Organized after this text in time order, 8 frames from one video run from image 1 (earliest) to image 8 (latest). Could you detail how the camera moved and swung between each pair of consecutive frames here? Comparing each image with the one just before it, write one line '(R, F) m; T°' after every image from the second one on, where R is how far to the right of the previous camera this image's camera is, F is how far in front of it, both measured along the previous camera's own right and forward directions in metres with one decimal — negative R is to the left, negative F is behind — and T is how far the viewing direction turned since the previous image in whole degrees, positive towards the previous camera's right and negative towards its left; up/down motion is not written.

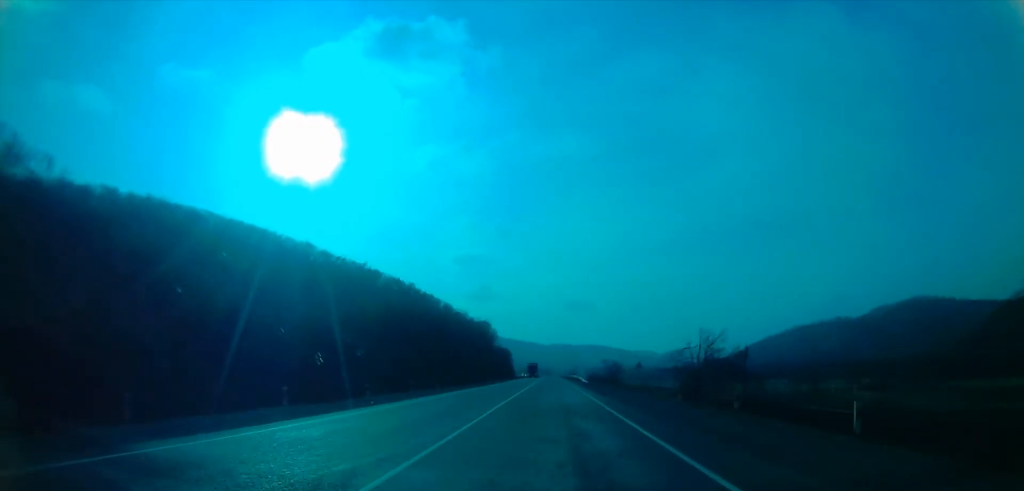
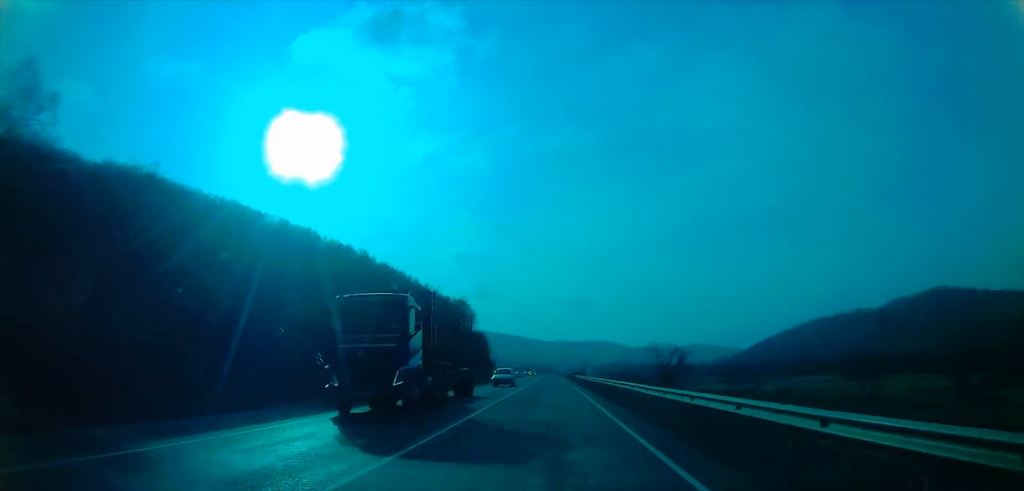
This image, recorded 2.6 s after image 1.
(-0.7, +90.9) m; -2°
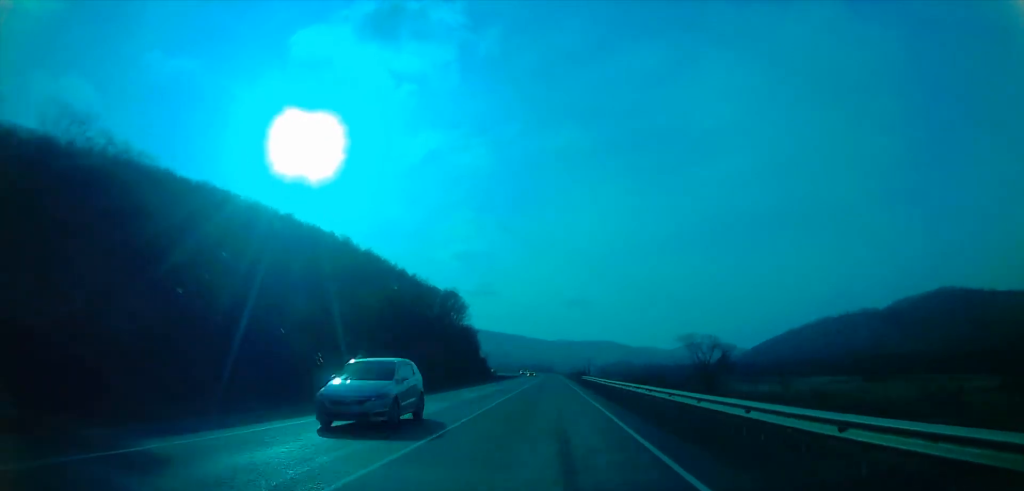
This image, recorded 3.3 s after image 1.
(0.0, +24.5) m; +1°
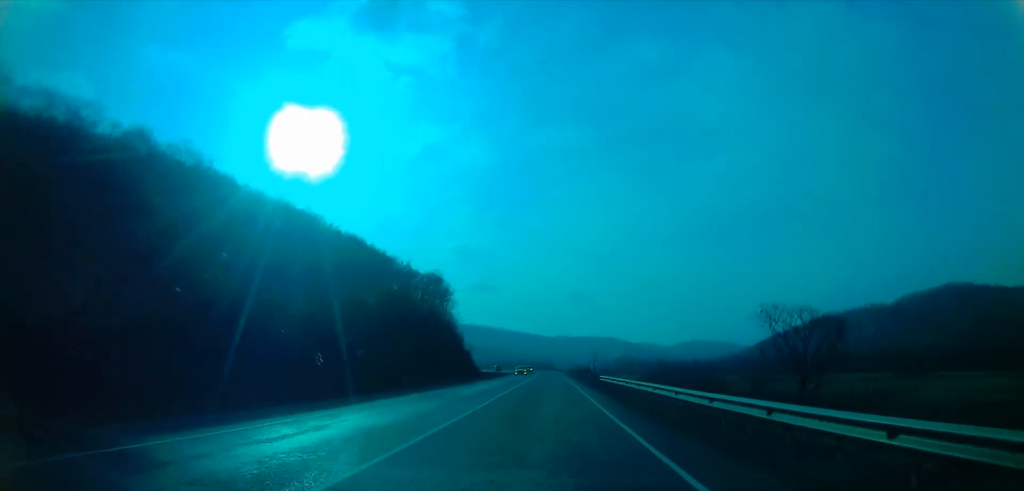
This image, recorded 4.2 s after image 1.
(+0.5, +29.3) m; +1°
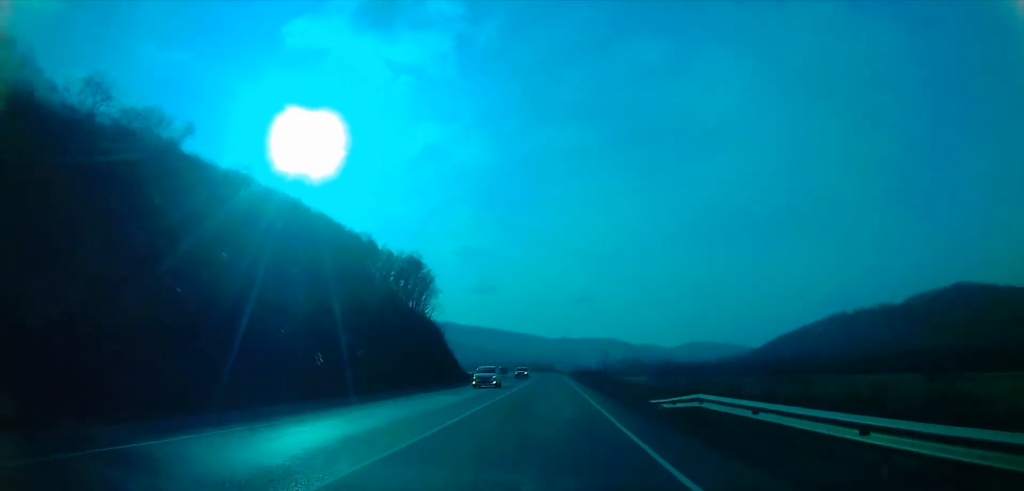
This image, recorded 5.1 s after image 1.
(+0.2, +31.8) m; 0°
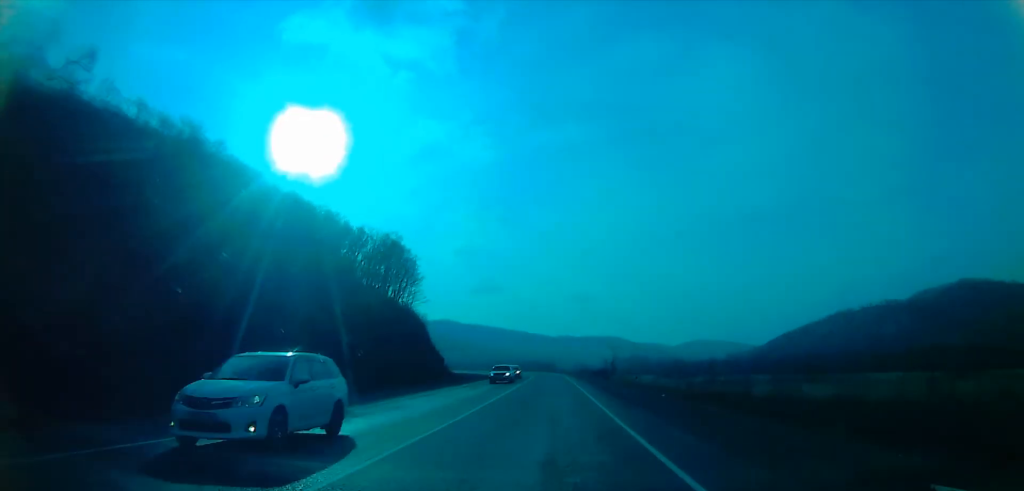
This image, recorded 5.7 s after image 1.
(-0.7, +21.1) m; 0°
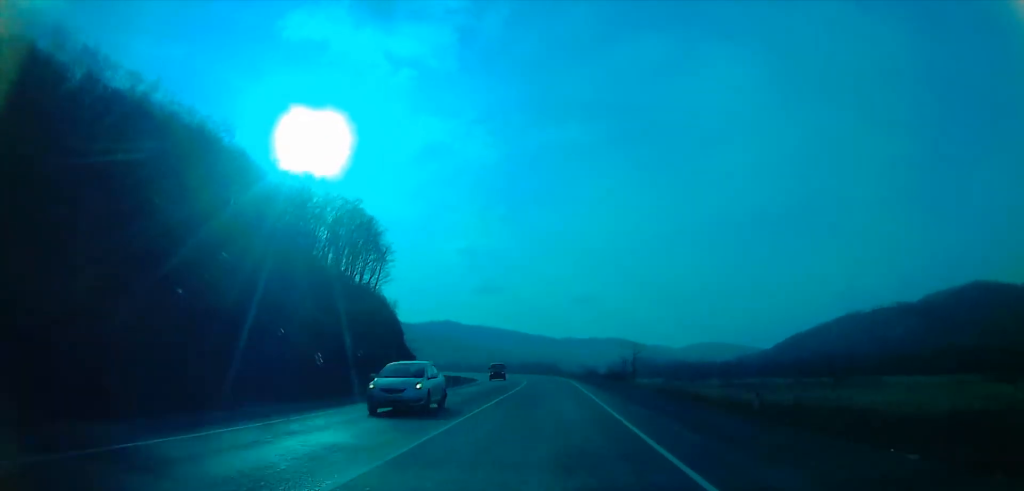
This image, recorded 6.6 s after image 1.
(+0.9, +31.2) m; 0°
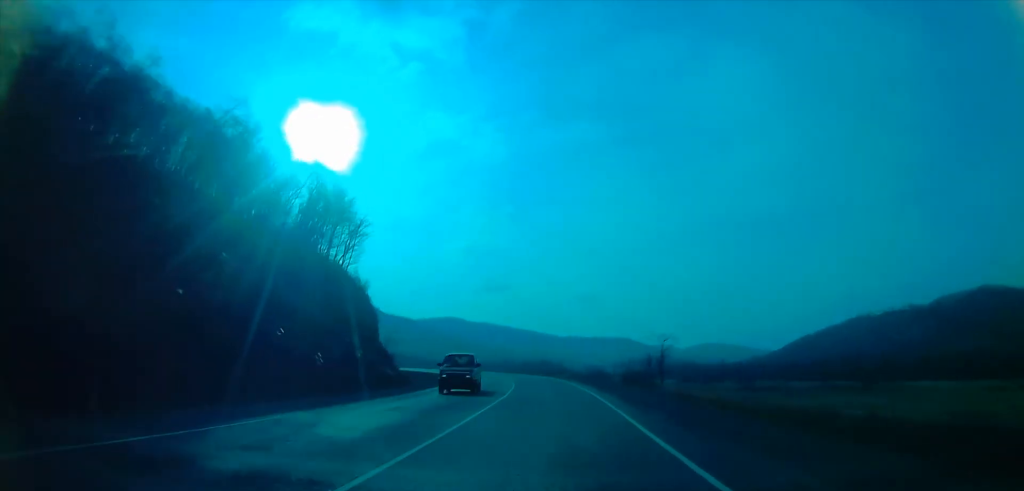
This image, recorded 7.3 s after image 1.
(-0.4, +22.7) m; -1°
